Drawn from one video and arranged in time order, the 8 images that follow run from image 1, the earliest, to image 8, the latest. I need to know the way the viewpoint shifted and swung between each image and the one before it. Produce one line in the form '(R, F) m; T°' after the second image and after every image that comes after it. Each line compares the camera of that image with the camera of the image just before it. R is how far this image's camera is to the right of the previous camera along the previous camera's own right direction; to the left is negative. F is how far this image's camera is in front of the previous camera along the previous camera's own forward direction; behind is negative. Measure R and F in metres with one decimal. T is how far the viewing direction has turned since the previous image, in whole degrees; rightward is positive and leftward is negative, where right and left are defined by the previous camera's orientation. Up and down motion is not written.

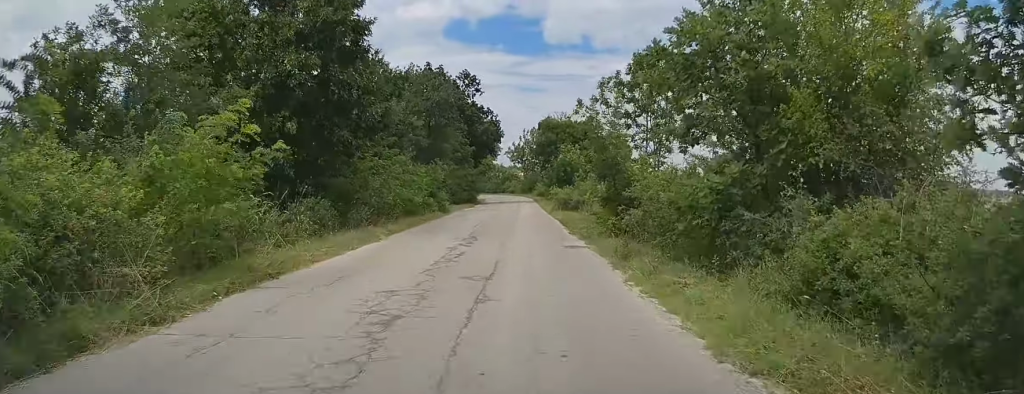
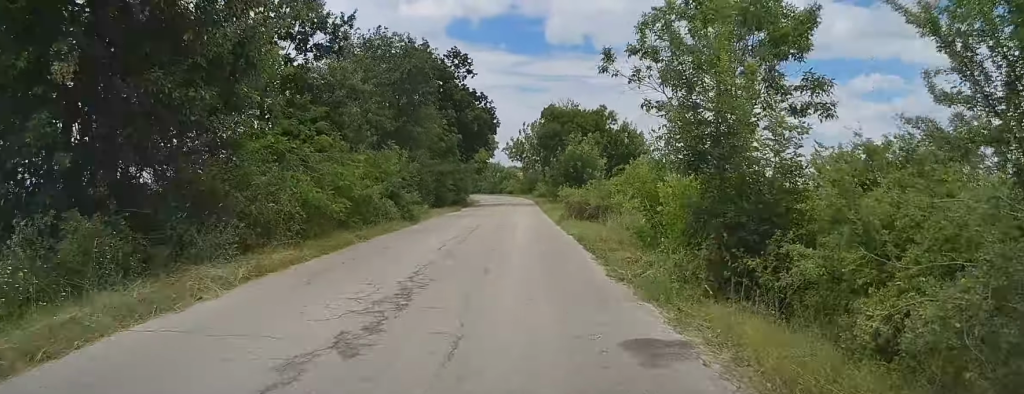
(-0.2, +9.8) m; 0°
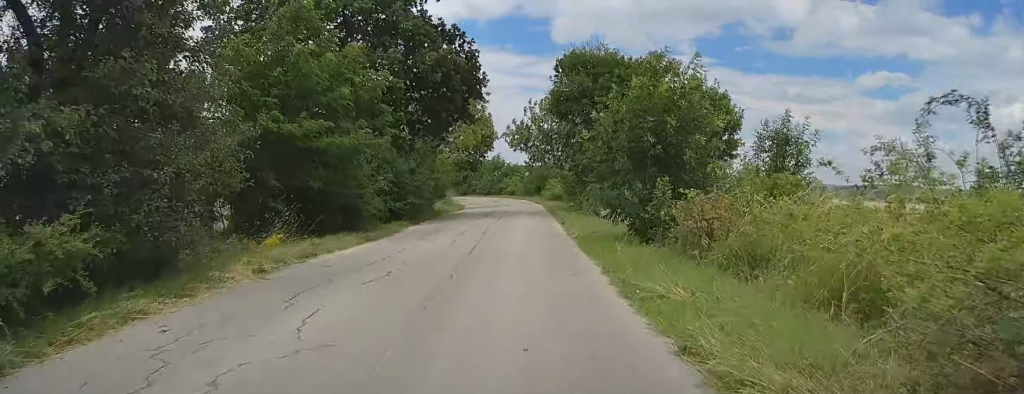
(+0.1, +22.8) m; 0°
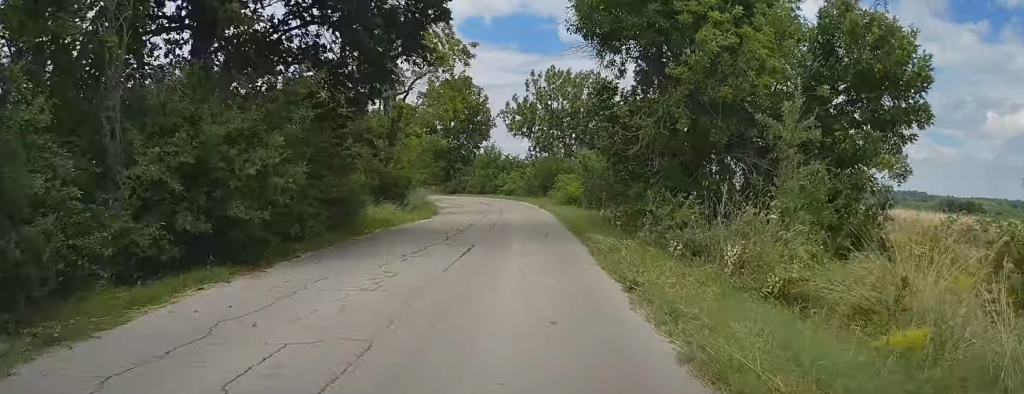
(-0.1, +16.1) m; 0°
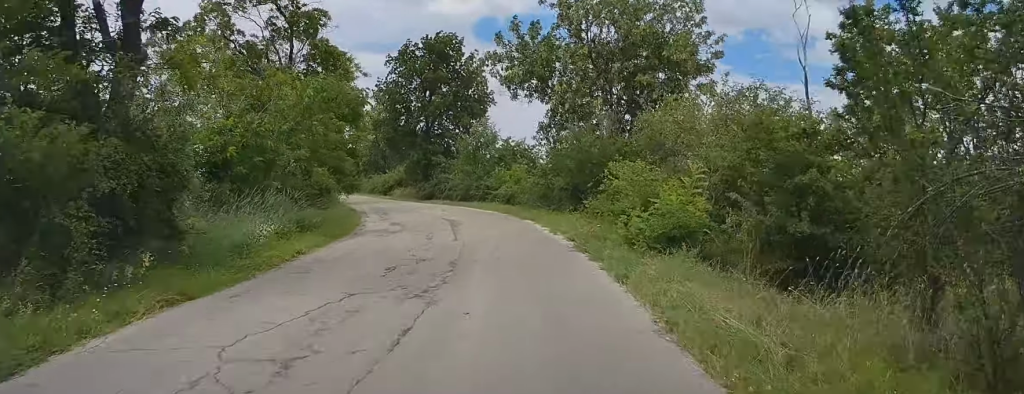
(-0.3, +24.6) m; -3°
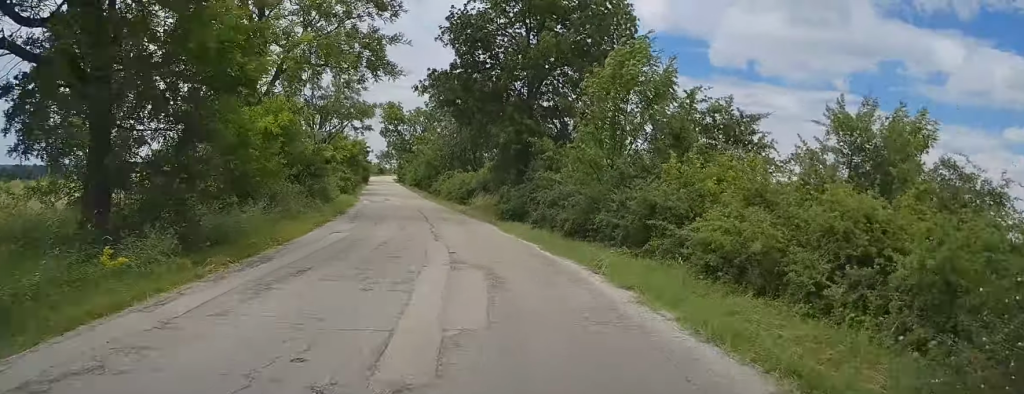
(-1.3, +24.2) m; -8°
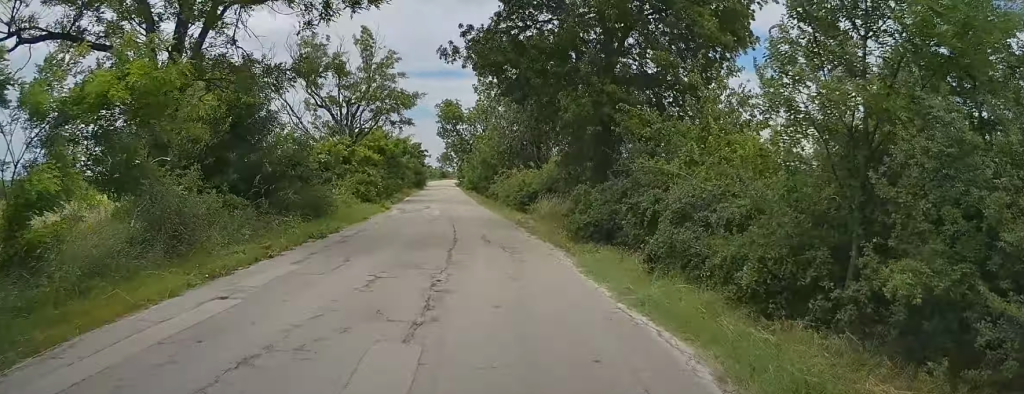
(-0.3, +9.8) m; -4°
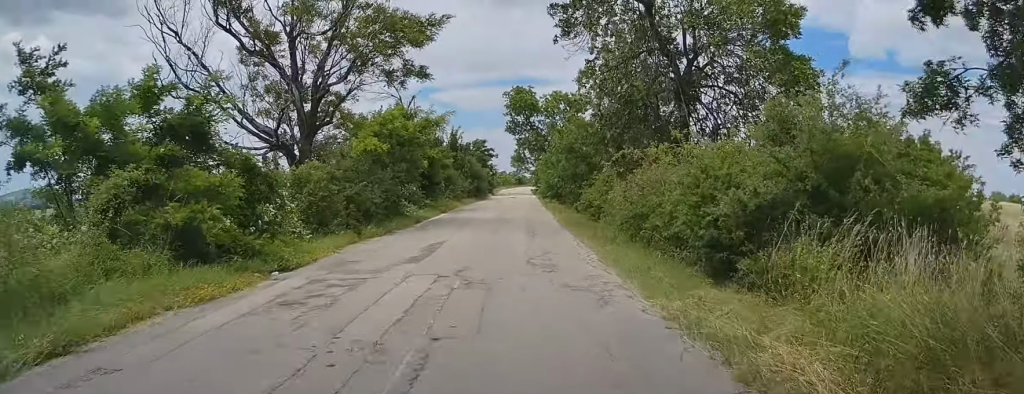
(-1.8, +22.2) m; -7°
